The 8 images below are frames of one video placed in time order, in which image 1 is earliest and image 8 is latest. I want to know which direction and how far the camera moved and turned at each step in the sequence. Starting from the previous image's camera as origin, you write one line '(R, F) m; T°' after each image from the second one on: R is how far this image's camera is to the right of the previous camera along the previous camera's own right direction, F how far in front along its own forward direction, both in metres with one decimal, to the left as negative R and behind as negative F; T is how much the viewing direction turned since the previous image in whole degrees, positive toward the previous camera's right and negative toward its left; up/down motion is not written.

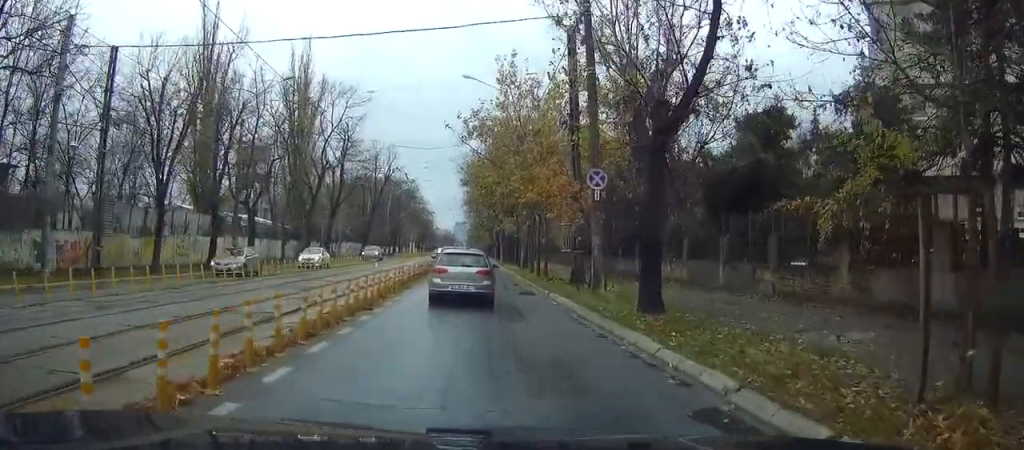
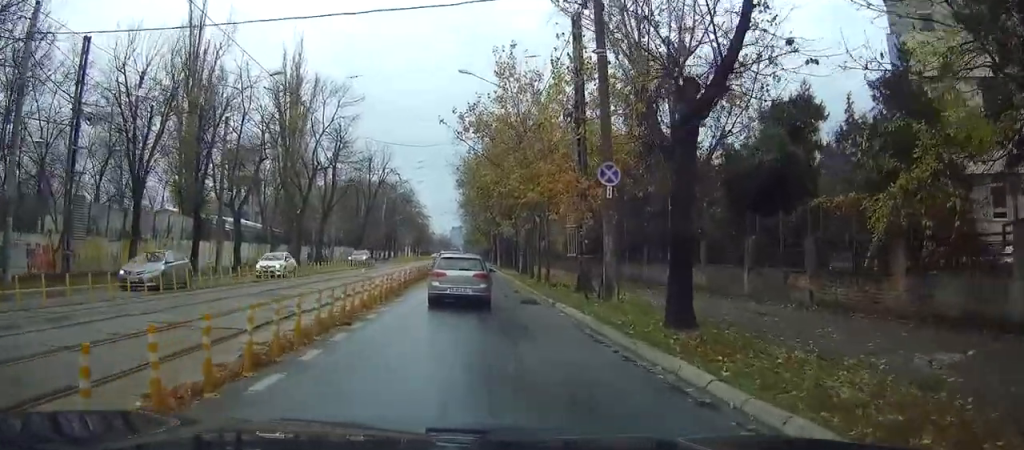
(+0.2, +2.3) m; +4°
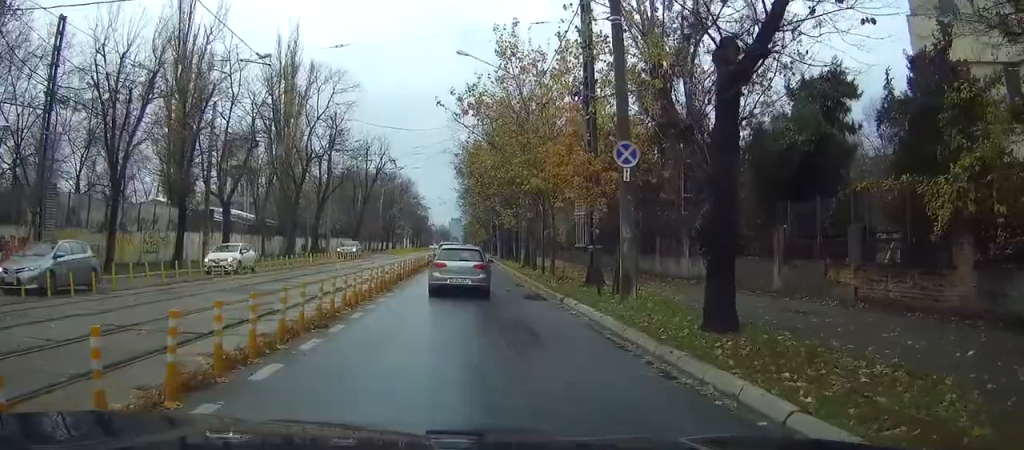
(+0.1, +2.0) m; +3°
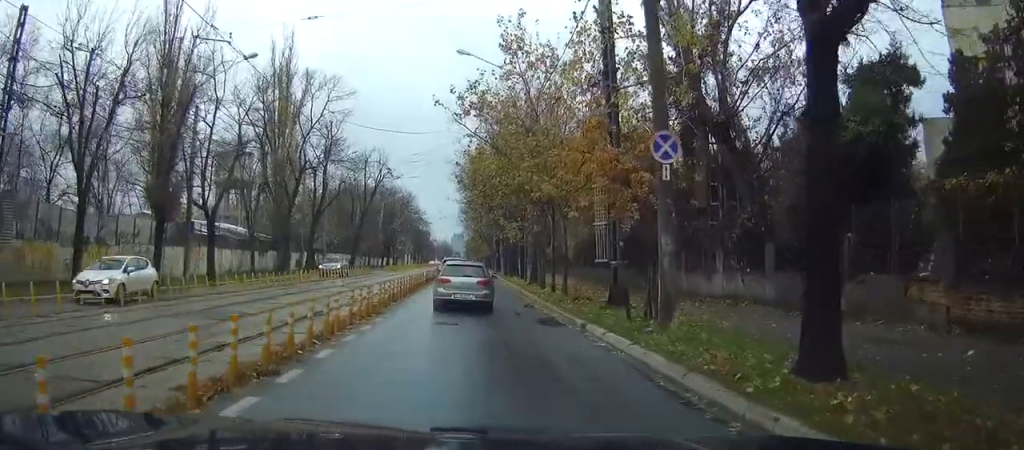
(+0.1, +3.0) m; -1°
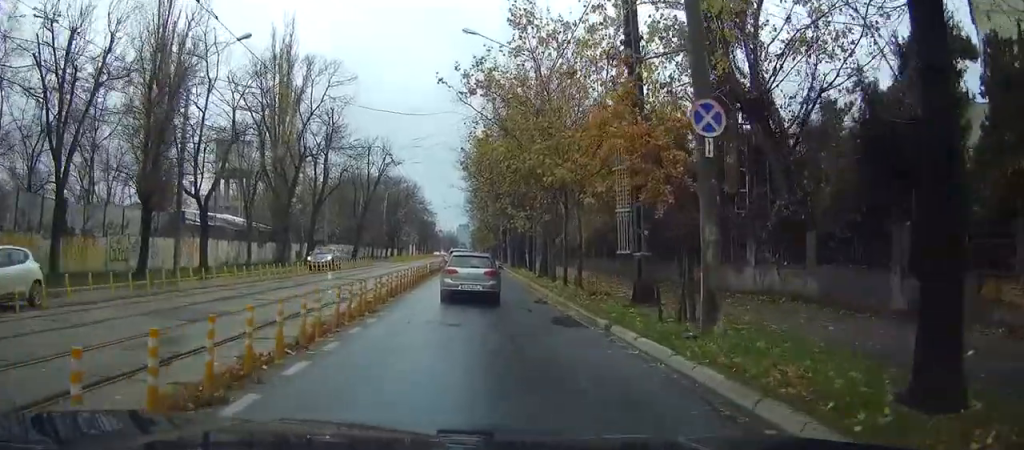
(0.0, +2.0) m; -1°
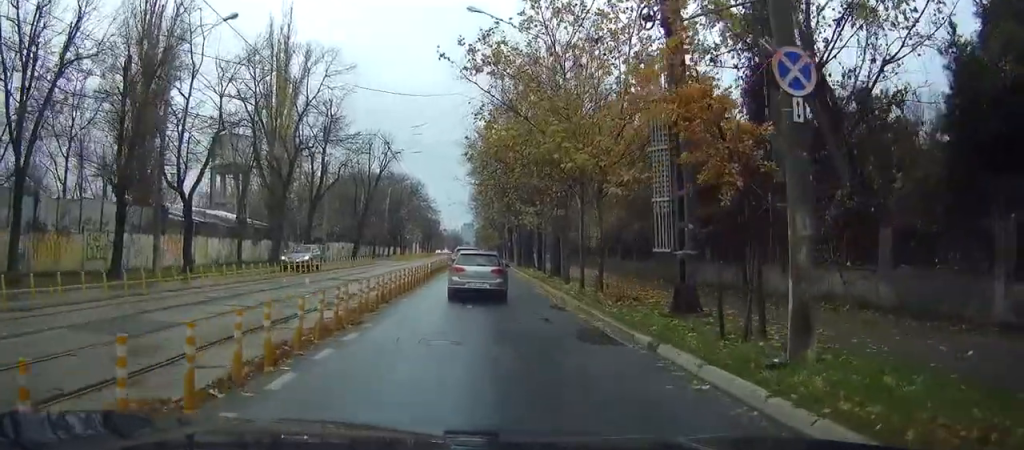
(-0.2, +2.9) m; -1°
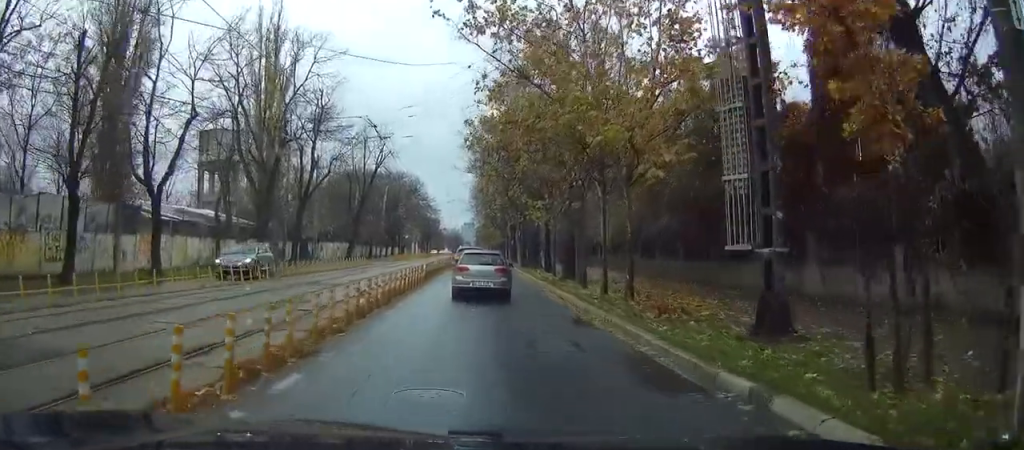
(0.0, +3.9) m; 0°
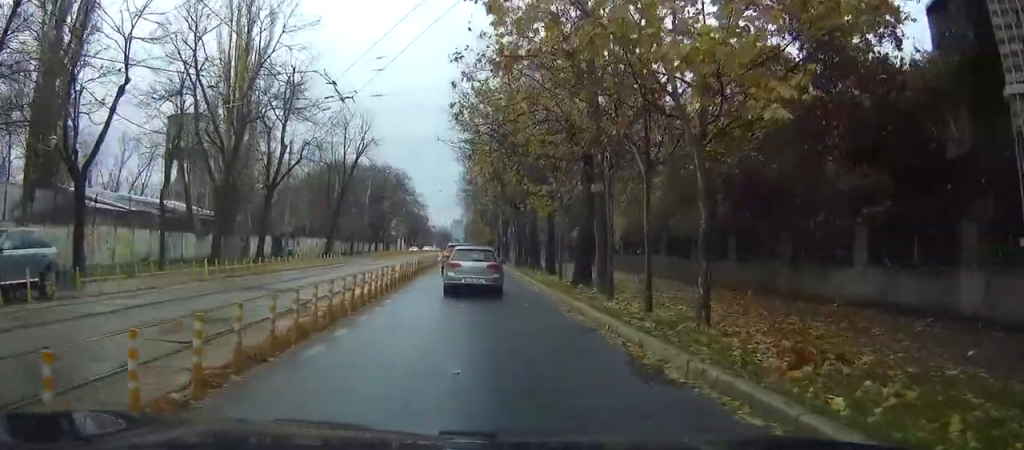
(0.0, +6.0) m; +1°
